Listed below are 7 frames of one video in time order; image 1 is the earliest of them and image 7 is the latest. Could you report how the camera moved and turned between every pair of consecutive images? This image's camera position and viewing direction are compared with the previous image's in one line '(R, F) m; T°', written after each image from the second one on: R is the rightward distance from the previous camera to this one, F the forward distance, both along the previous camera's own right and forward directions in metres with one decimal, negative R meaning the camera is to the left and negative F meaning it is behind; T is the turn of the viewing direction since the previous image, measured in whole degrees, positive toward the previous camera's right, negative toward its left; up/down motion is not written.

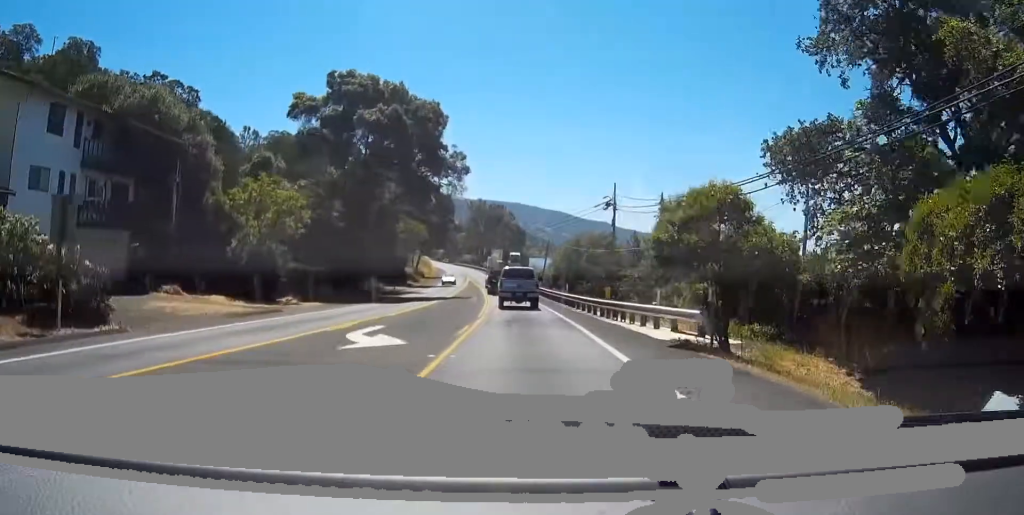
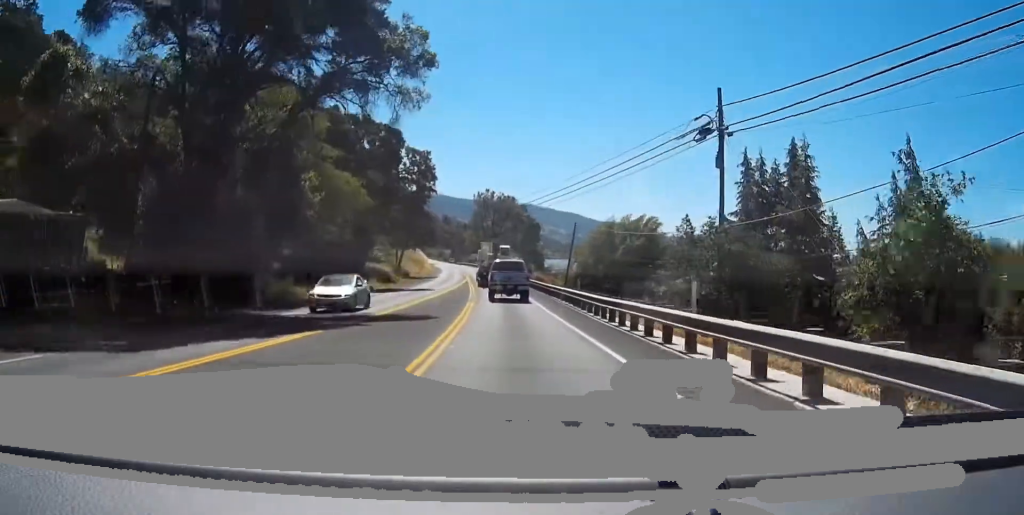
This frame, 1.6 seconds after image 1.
(-0.3, +30.3) m; -1°
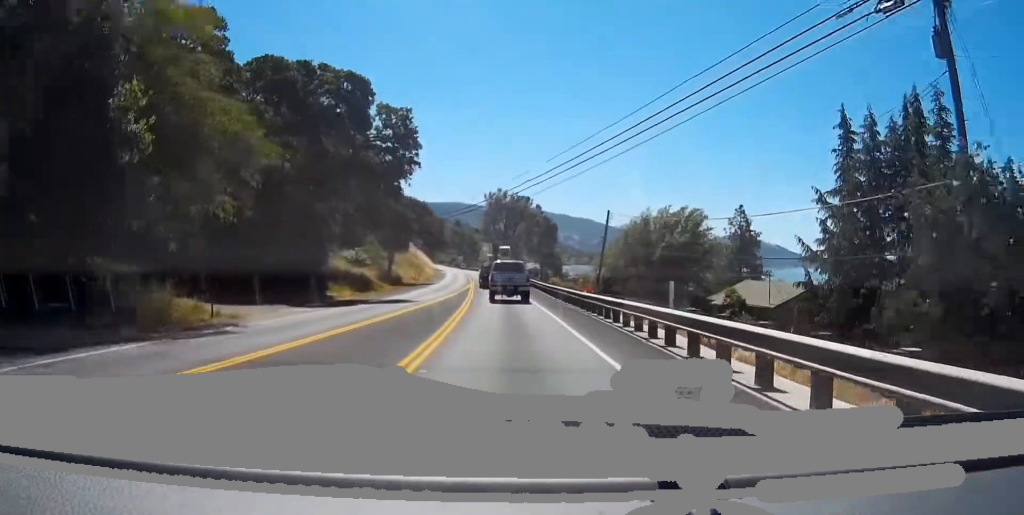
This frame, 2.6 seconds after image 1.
(-0.1, +17.6) m; 0°
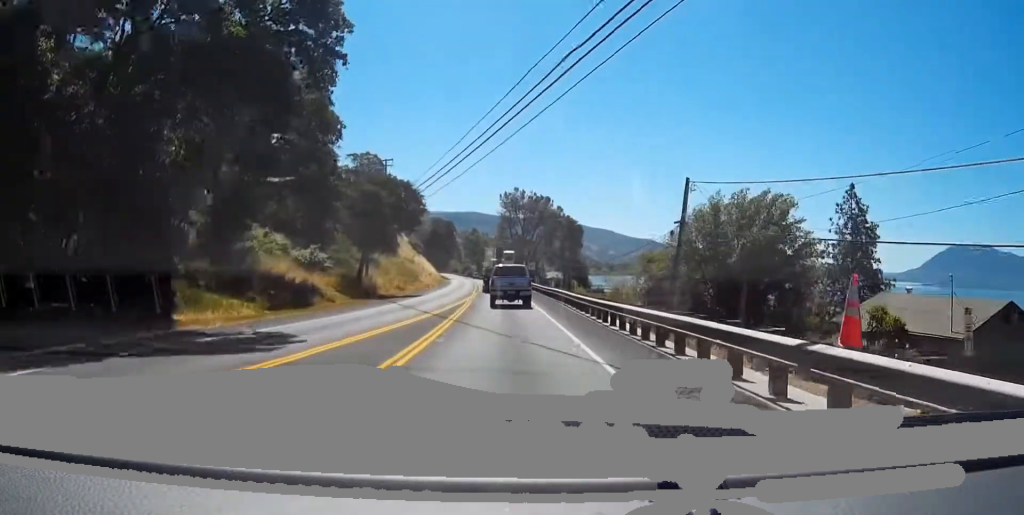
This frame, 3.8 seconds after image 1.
(-0.1, +22.9) m; -1°
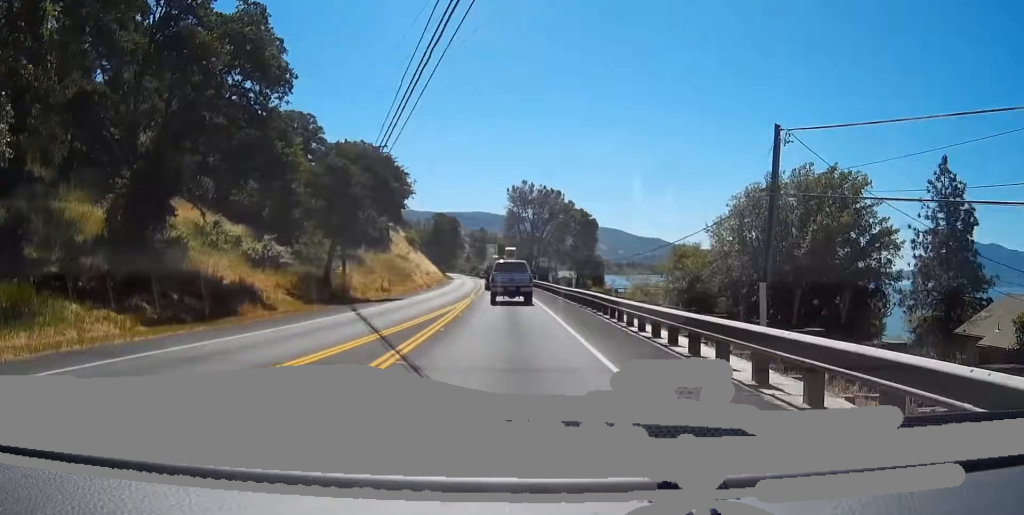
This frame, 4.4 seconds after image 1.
(0.0, +12.3) m; -1°
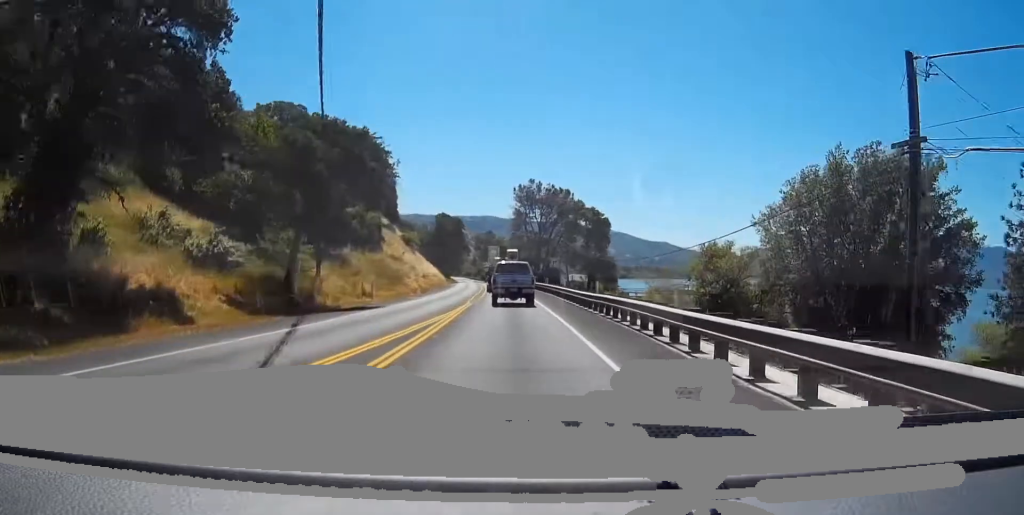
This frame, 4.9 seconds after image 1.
(-0.1, +9.1) m; 0°
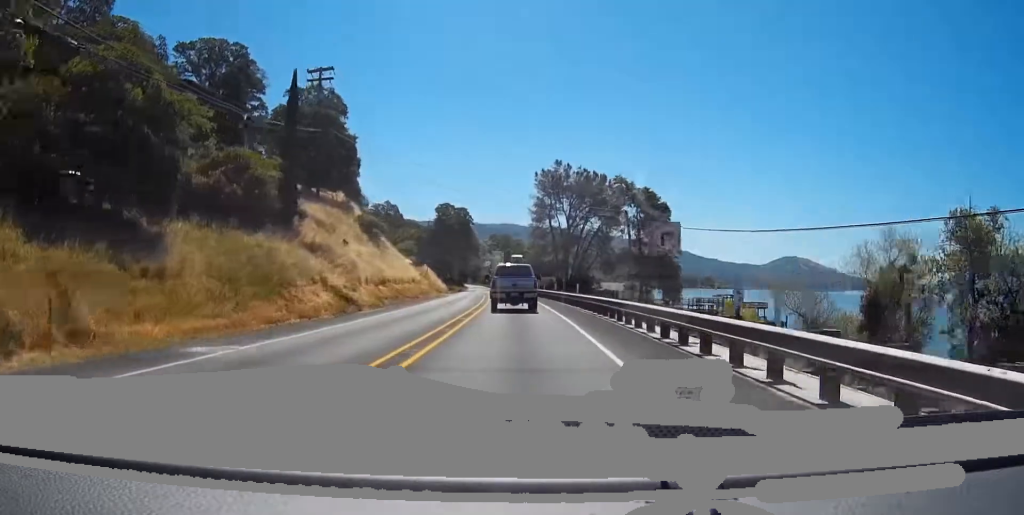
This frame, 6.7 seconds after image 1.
(-0.5, +37.0) m; -2°
